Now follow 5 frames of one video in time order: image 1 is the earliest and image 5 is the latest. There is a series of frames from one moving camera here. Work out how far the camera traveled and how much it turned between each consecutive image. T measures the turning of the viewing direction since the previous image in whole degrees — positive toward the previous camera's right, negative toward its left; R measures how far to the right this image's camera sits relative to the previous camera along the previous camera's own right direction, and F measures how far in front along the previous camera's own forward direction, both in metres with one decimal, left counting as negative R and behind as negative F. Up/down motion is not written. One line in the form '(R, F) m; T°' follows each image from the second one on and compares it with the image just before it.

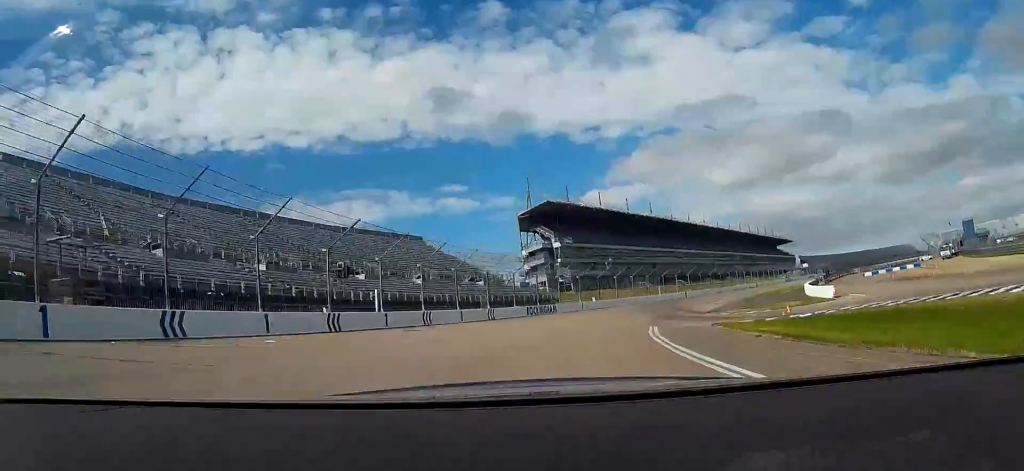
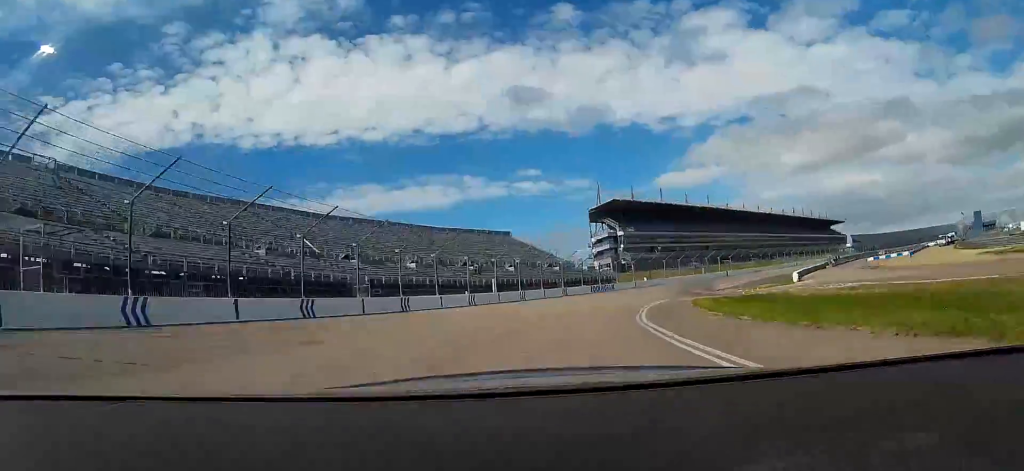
(-2.5, +26.4) m; -9°
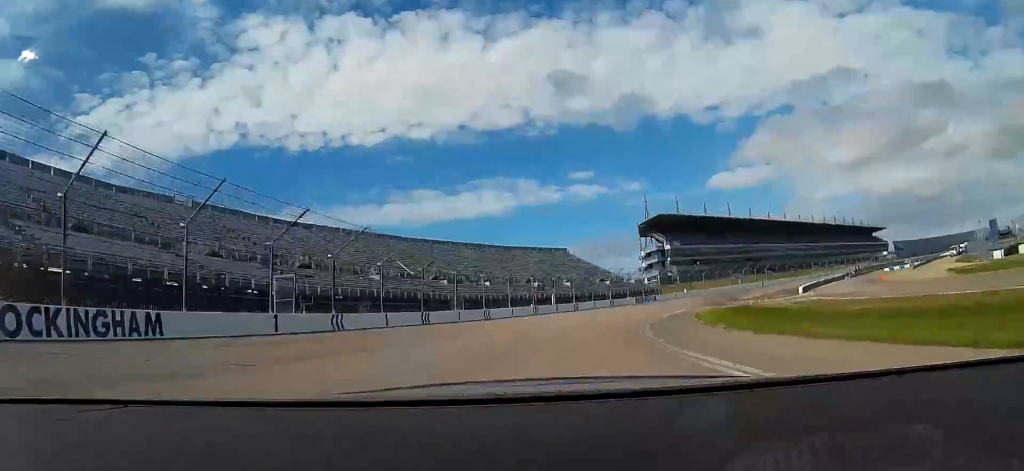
(-1.3, +17.4) m; -4°
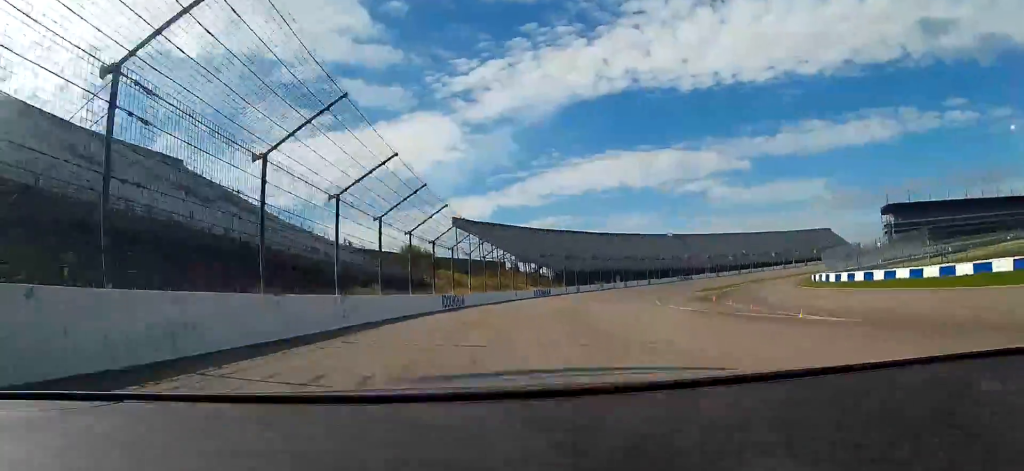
(-49.8, +155.3) m; -38°
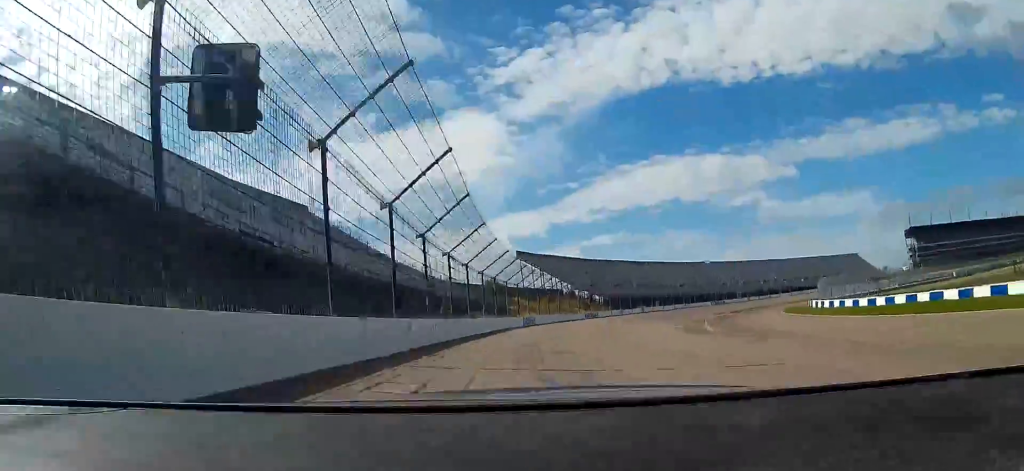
(-1.4, +28.5) m; -4°
